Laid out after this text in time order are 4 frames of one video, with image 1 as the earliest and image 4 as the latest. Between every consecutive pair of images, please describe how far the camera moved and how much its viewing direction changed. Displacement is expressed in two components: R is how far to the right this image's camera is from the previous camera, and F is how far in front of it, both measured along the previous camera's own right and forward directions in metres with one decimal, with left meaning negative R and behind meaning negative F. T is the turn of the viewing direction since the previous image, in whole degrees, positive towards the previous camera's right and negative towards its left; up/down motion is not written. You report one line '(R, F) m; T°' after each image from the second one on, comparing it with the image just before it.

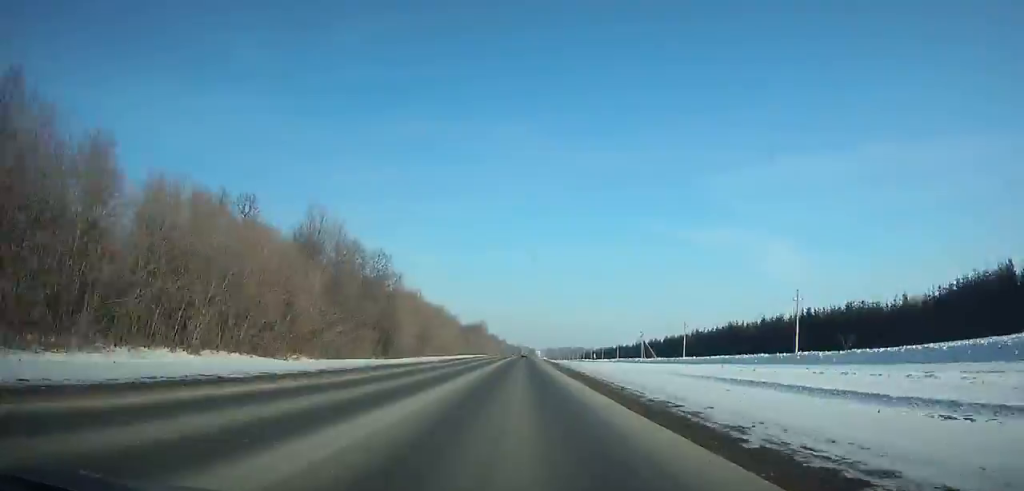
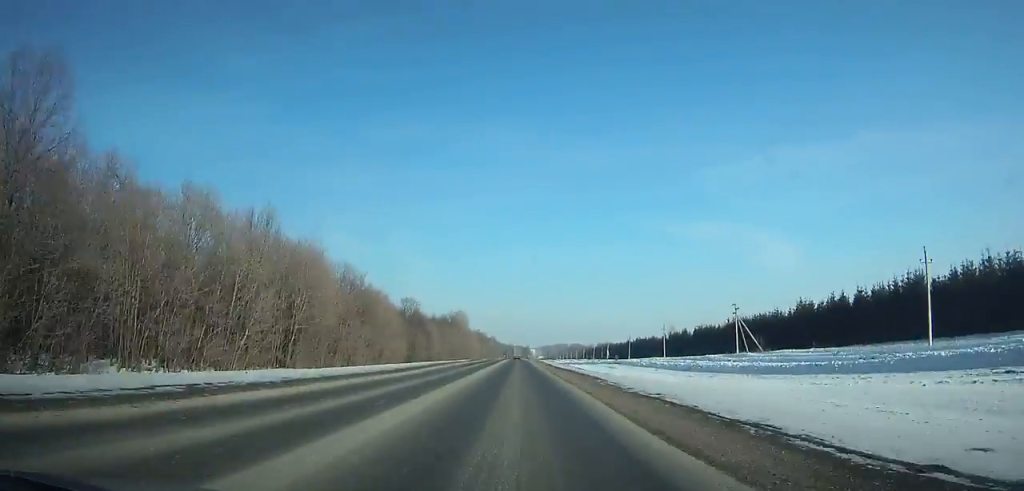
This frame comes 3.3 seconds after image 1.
(0.0, +88.1) m; 0°
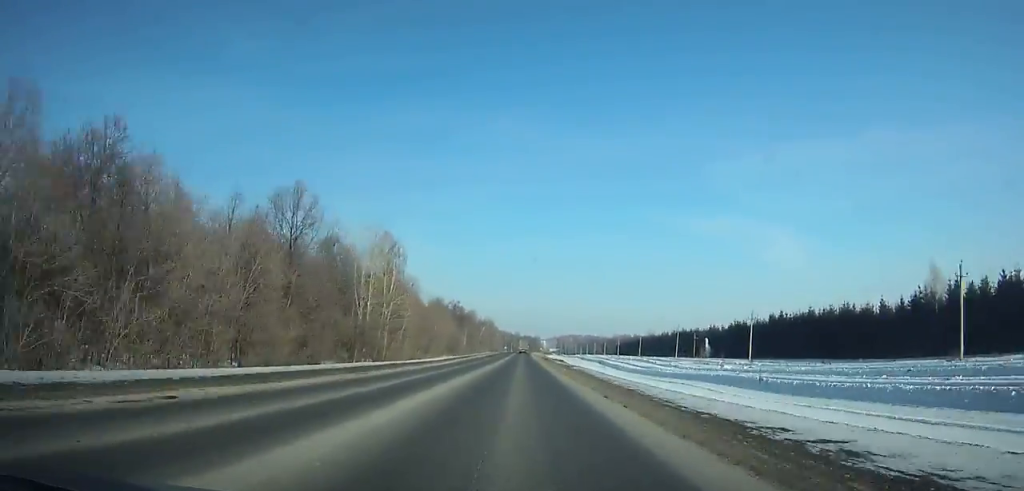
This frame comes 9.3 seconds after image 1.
(-0.3, +162.1) m; 0°
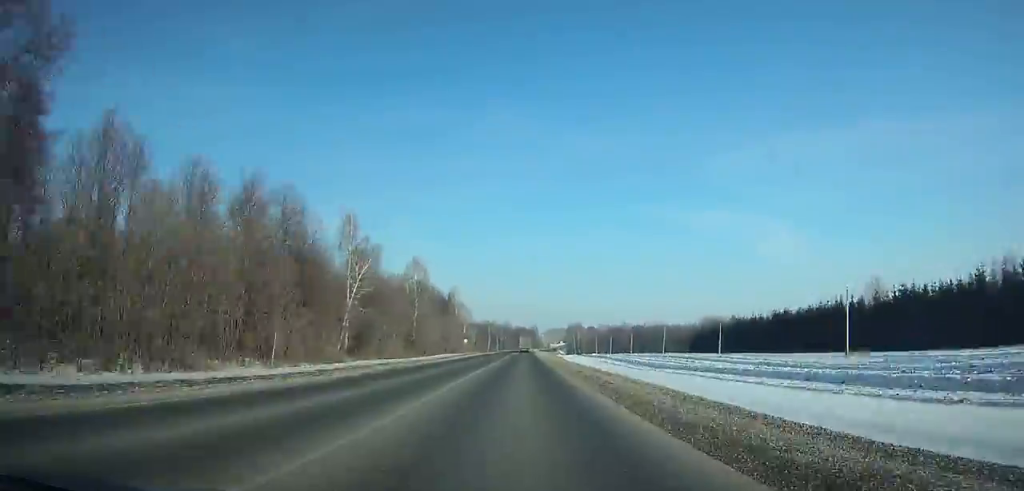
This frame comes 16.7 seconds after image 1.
(+1.2, +202.5) m; +1°
